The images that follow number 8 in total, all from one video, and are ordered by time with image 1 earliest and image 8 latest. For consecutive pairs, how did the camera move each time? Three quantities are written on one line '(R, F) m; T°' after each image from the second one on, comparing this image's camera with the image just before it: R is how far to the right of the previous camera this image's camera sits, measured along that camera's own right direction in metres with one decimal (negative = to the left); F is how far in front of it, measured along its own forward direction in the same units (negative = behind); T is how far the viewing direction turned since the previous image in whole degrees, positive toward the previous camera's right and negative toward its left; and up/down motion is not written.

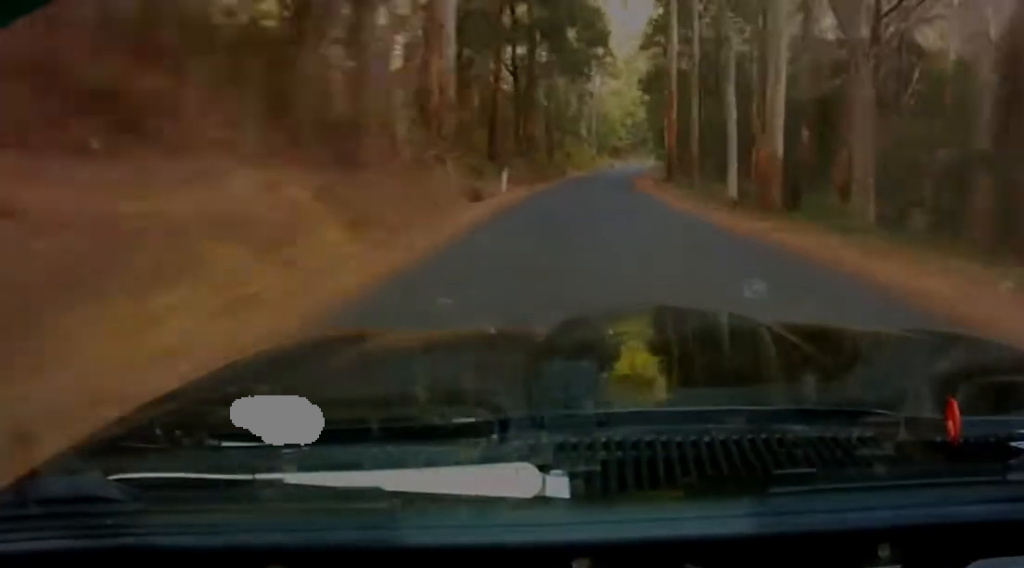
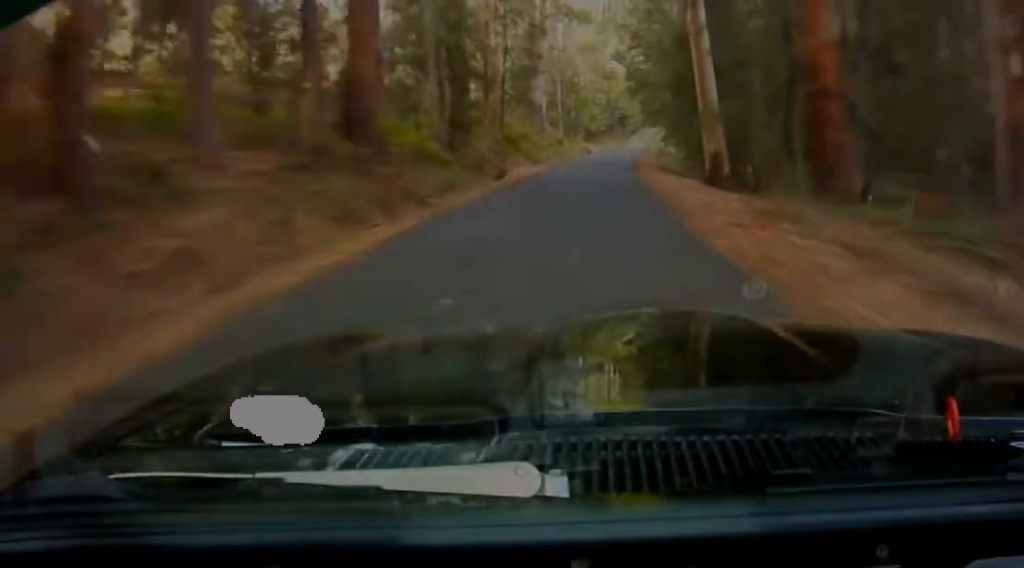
(-0.3, +34.4) m; 0°
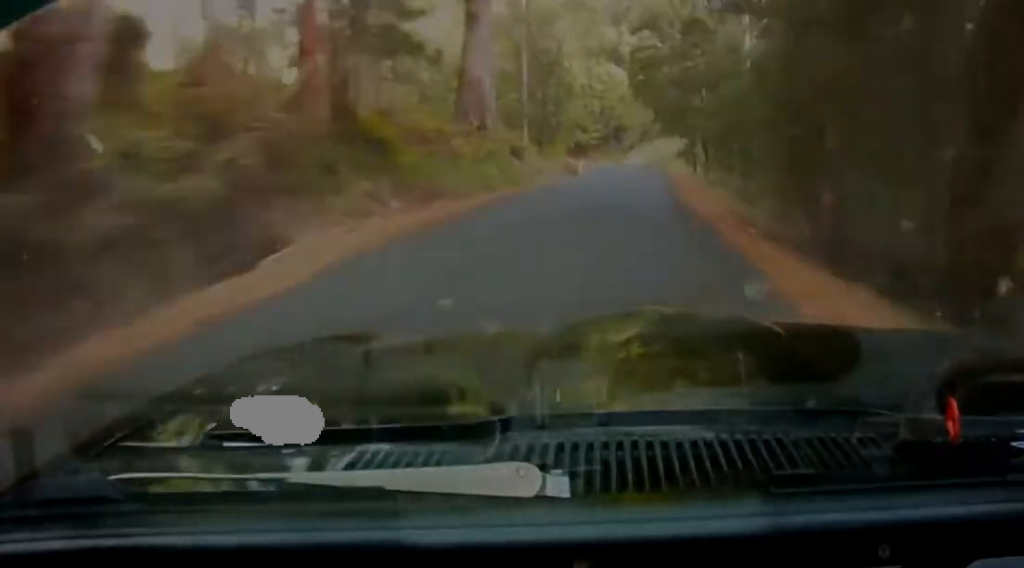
(+0.1, +30.2) m; +1°
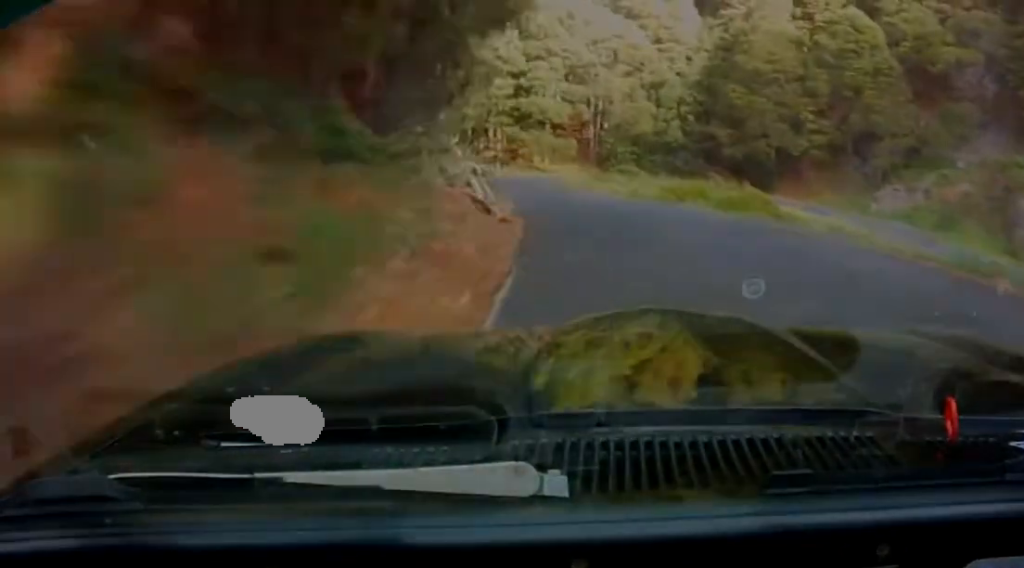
(-2.1, +88.3) m; -9°
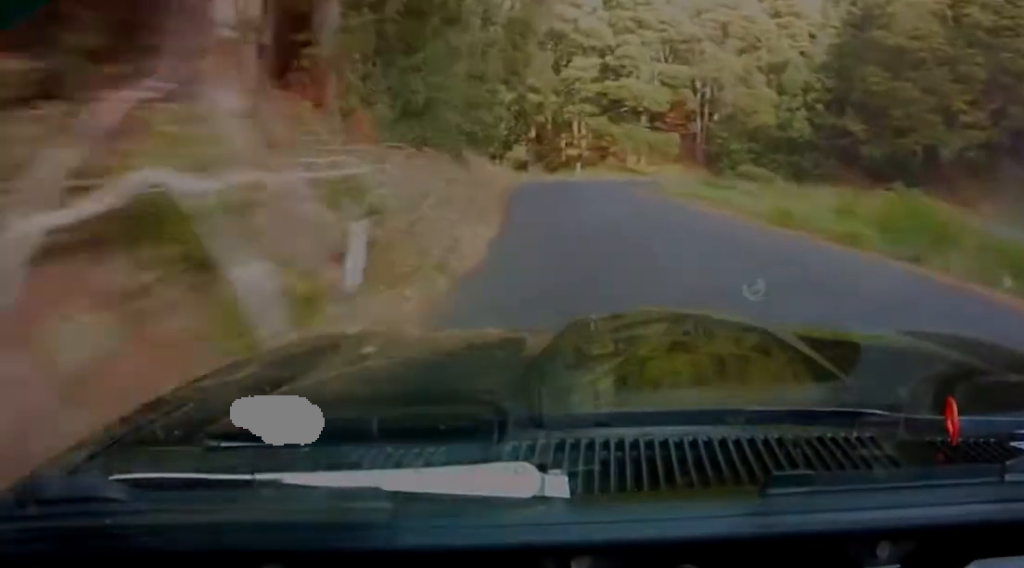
(-0.7, +15.1) m; -3°
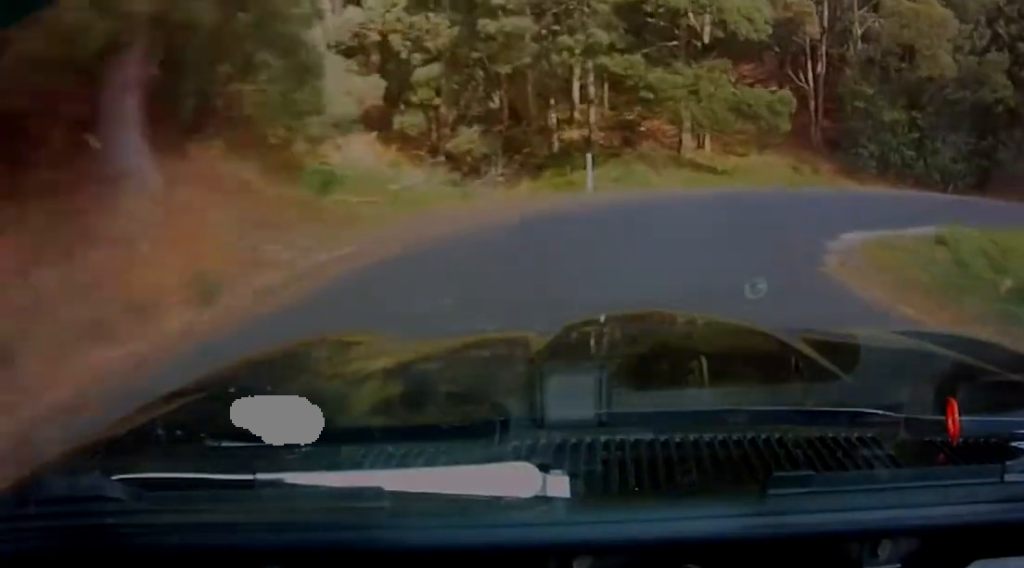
(-1.3, +29.3) m; +13°
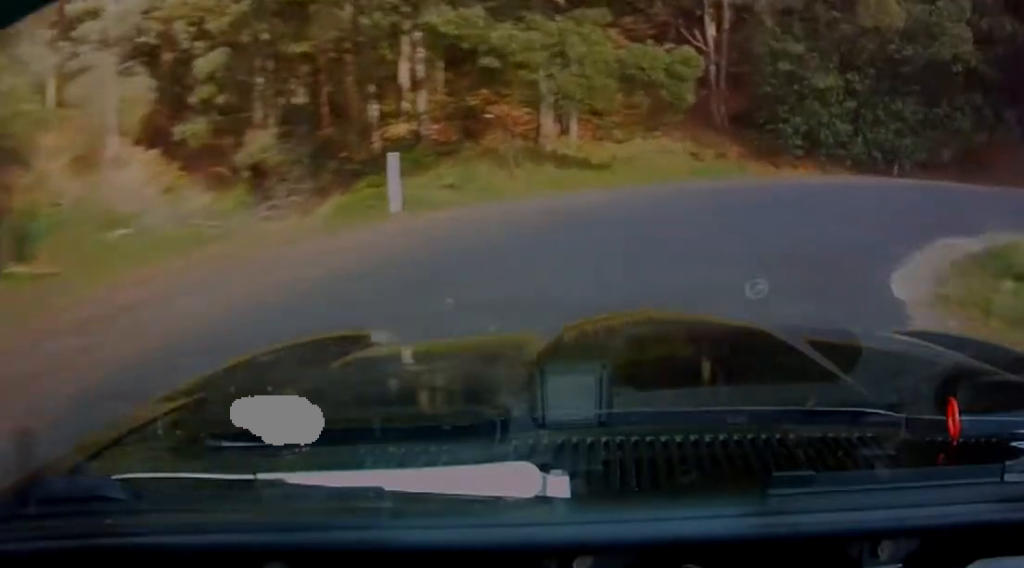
(+0.4, +8.2) m; +13°
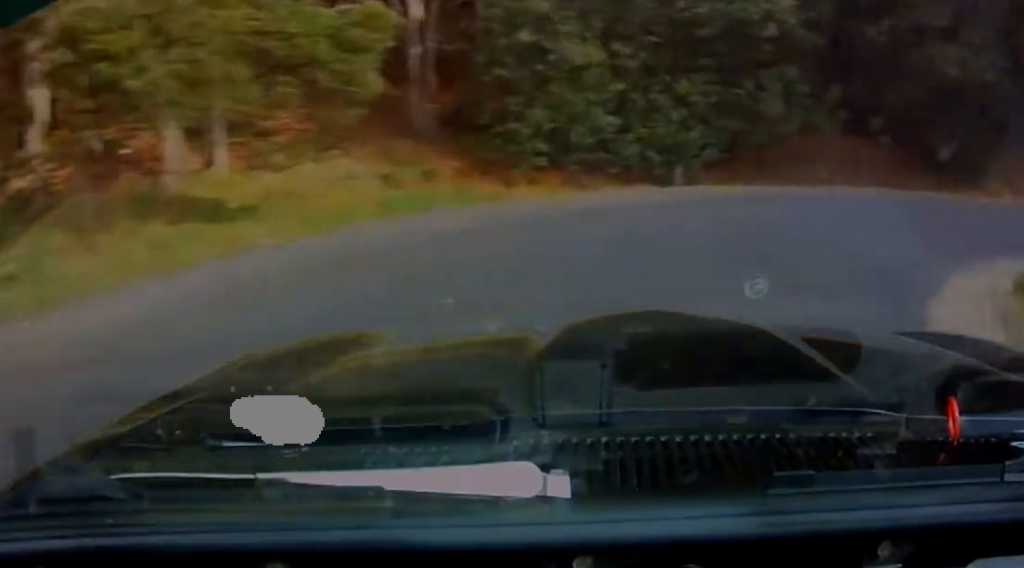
(+2.0, +8.8) m; +19°
